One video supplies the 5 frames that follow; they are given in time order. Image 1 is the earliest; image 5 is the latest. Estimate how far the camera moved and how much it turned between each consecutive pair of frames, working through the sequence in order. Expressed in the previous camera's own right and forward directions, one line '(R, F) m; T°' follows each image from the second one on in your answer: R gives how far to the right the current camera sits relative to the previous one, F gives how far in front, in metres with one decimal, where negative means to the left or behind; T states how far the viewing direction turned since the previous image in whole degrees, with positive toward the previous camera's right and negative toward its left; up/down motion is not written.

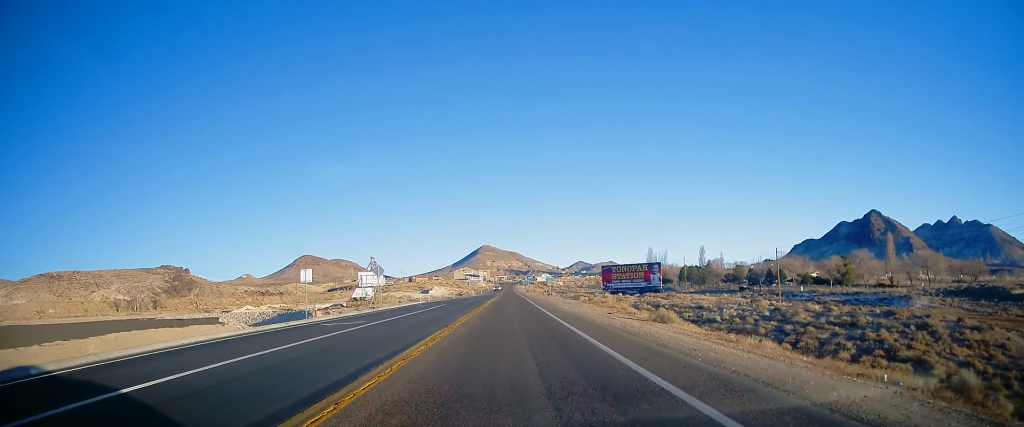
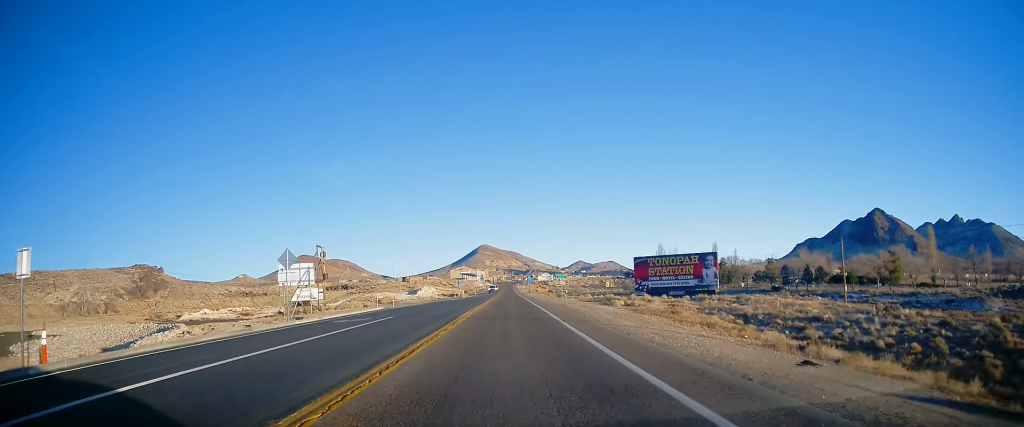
(-0.5, +23.4) m; -1°
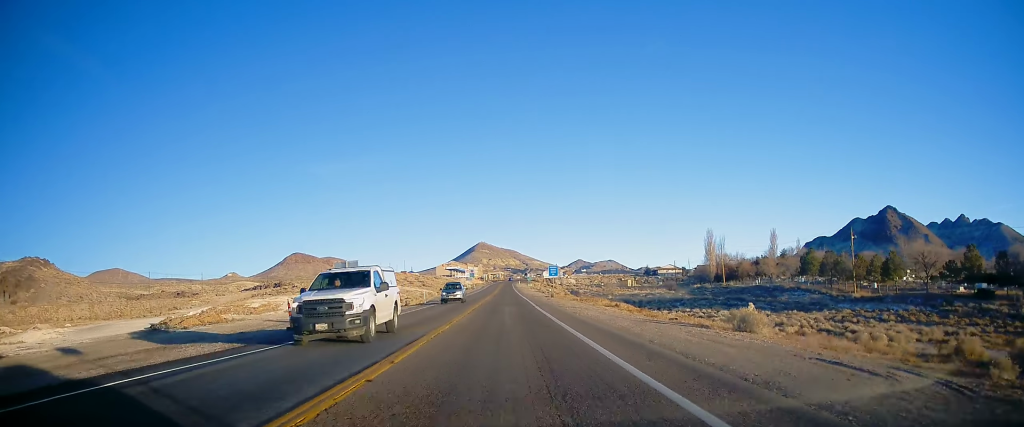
(+0.5, +77.2) m; 0°
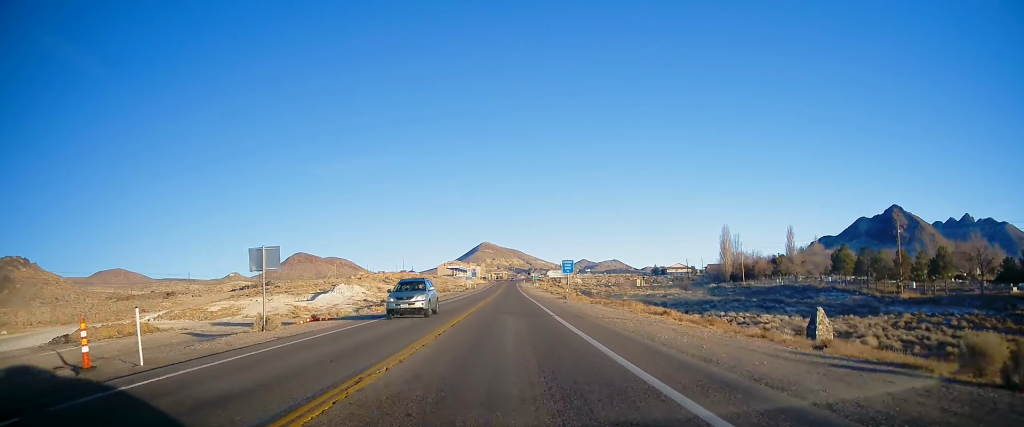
(+0.1, +12.8) m; 0°
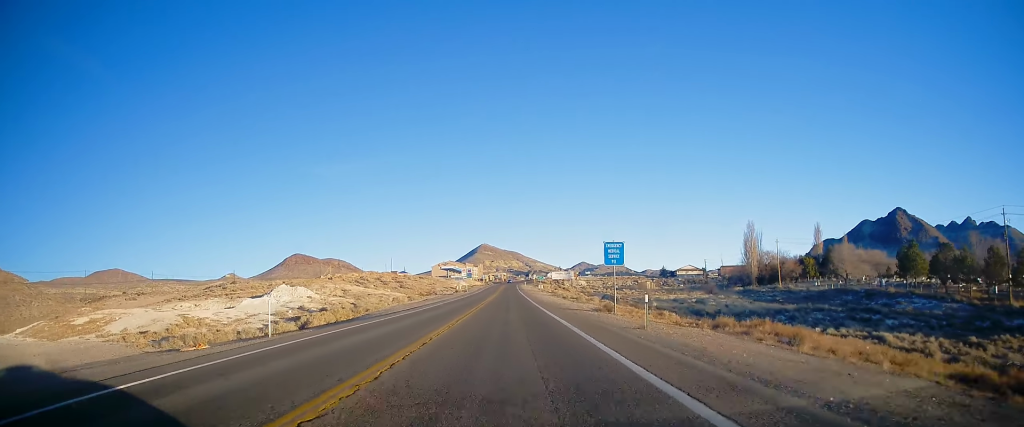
(0.0, +24.2) m; 0°
